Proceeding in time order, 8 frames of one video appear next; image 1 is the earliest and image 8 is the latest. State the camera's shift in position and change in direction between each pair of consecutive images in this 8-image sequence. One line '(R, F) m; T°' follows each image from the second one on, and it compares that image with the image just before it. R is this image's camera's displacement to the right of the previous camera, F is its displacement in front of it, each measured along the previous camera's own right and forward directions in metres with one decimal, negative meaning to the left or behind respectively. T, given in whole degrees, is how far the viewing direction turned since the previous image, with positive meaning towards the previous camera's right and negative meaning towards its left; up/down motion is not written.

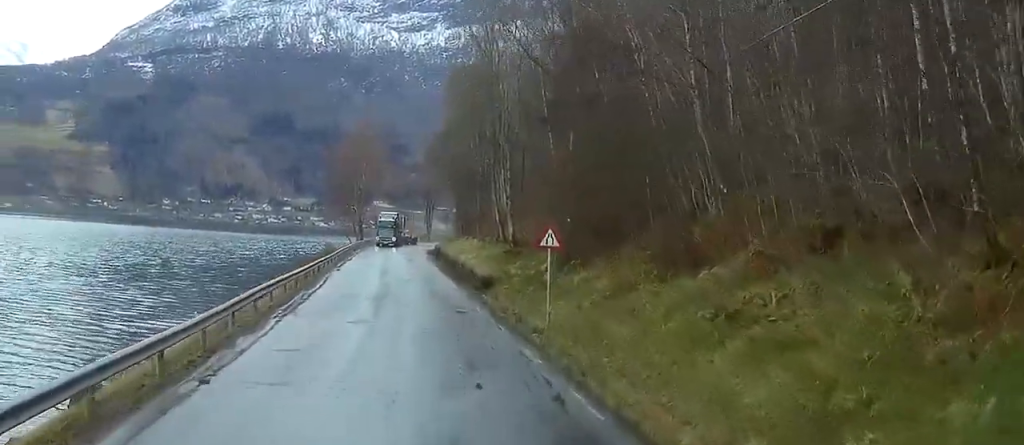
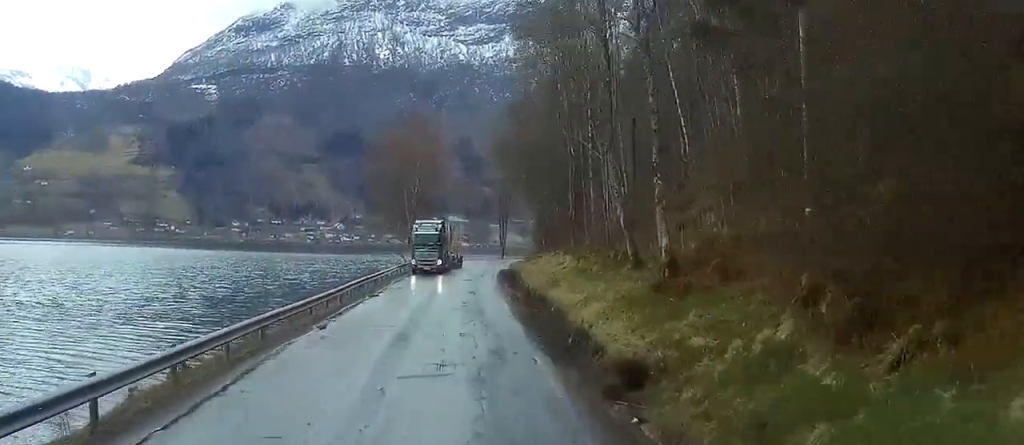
(-0.8, +28.2) m; -3°
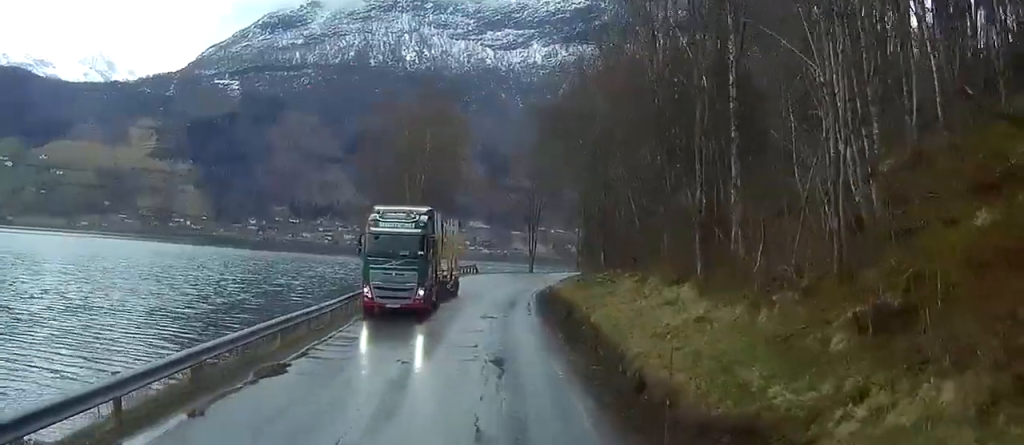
(-0.5, +27.5) m; -1°
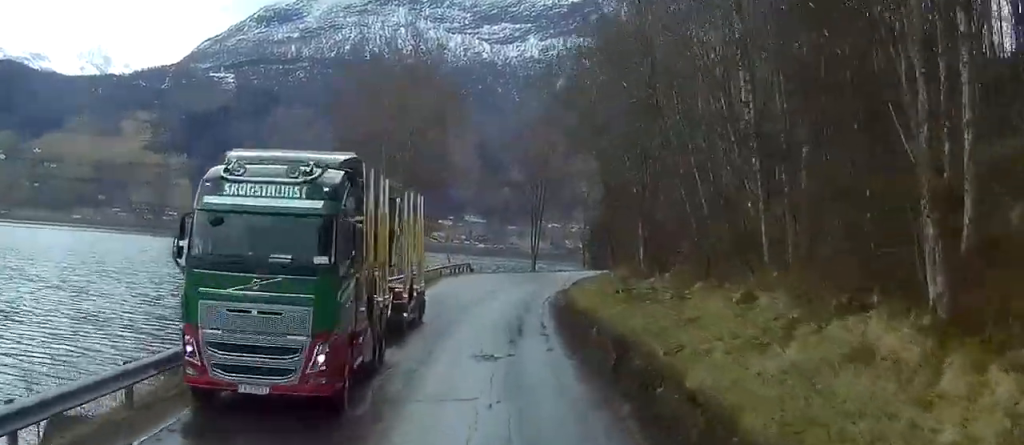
(0.0, +15.4) m; 0°
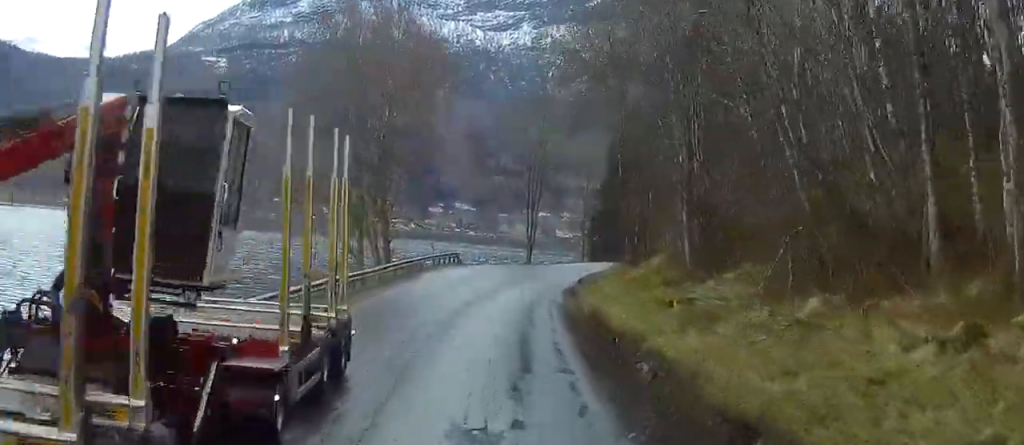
(+0.1, +11.1) m; +1°
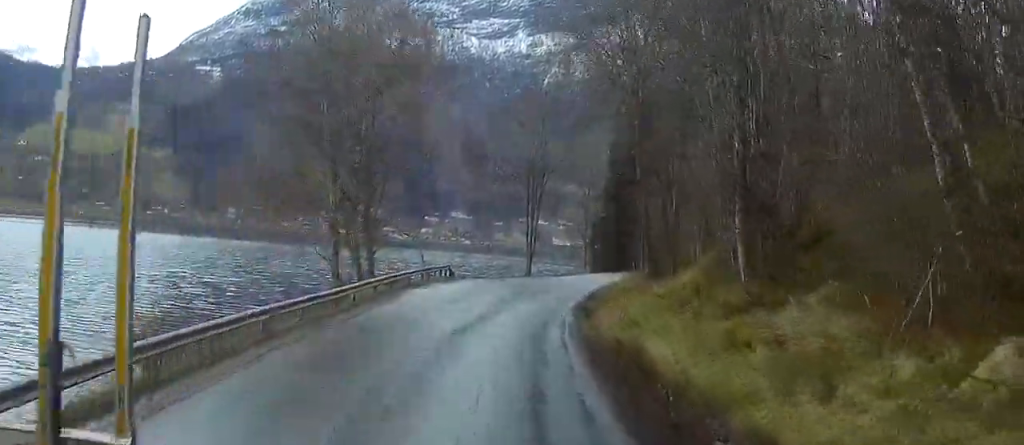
(0.0, +7.3) m; 0°
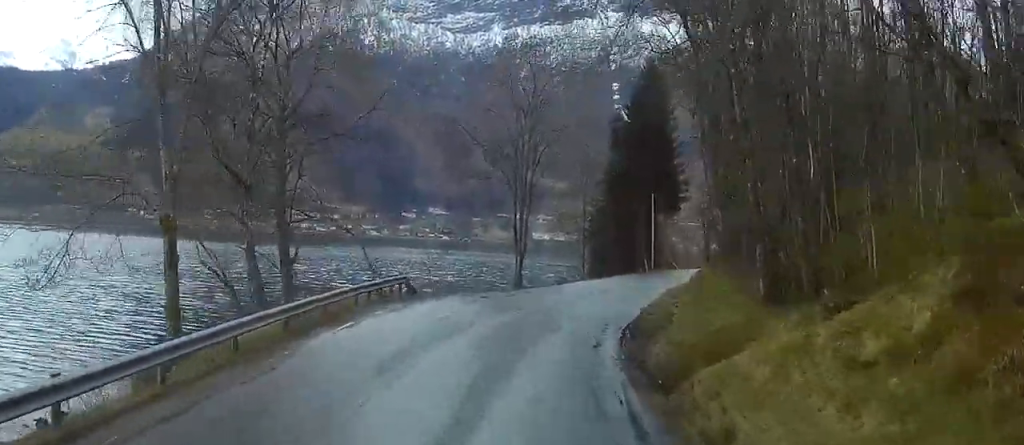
(+0.1, +20.4) m; +3°
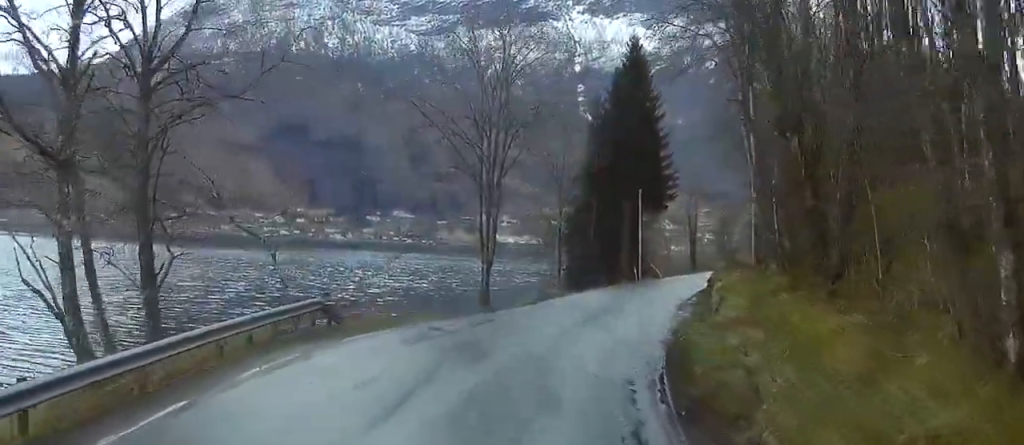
(+0.6, +12.7) m; +2°
